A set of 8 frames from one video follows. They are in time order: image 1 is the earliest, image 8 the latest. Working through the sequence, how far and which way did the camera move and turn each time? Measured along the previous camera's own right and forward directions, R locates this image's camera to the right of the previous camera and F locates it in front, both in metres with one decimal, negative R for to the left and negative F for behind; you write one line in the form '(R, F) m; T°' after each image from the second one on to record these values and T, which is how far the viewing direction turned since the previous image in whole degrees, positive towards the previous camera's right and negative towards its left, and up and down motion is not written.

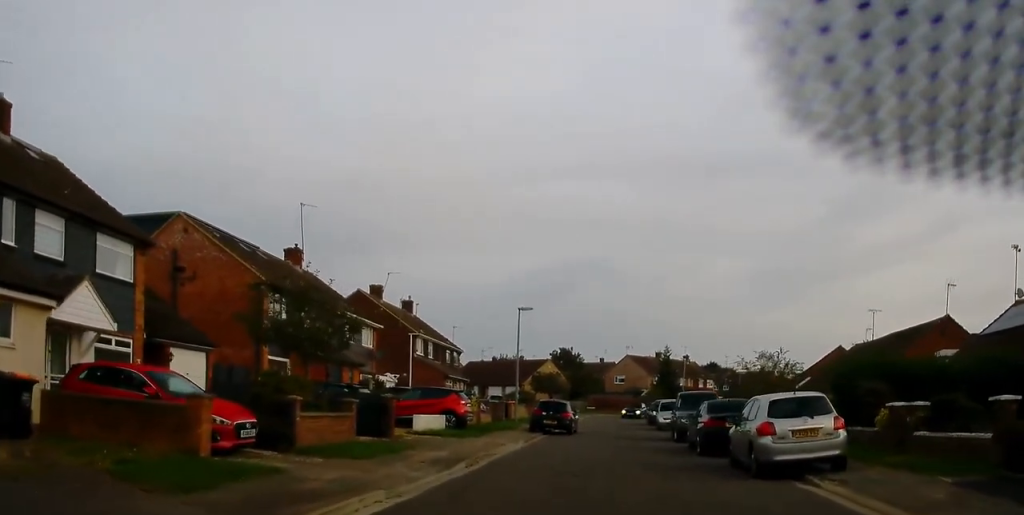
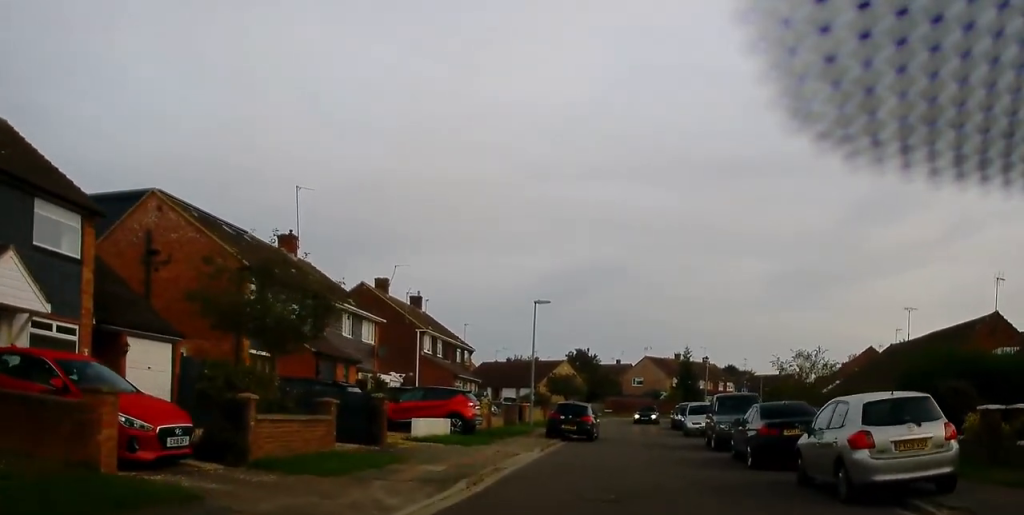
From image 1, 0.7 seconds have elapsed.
(0.0, +3.4) m; +1°
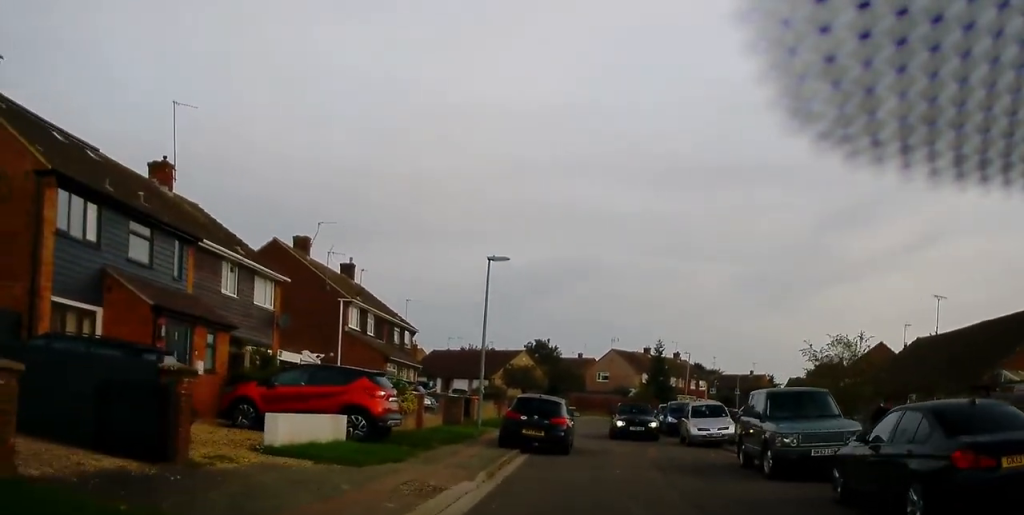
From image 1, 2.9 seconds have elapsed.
(-0.1, +9.0) m; +1°
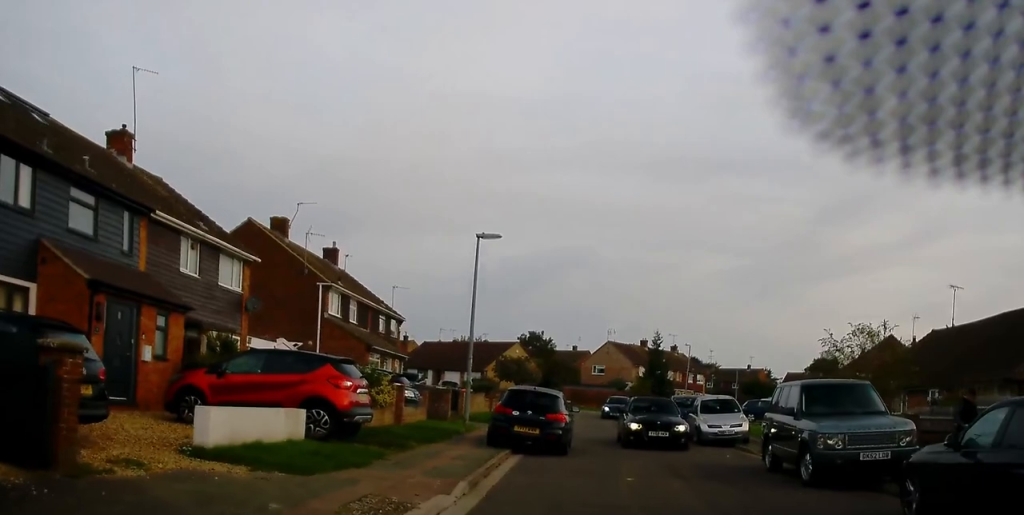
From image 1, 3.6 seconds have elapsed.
(0.0, +2.2) m; +3°
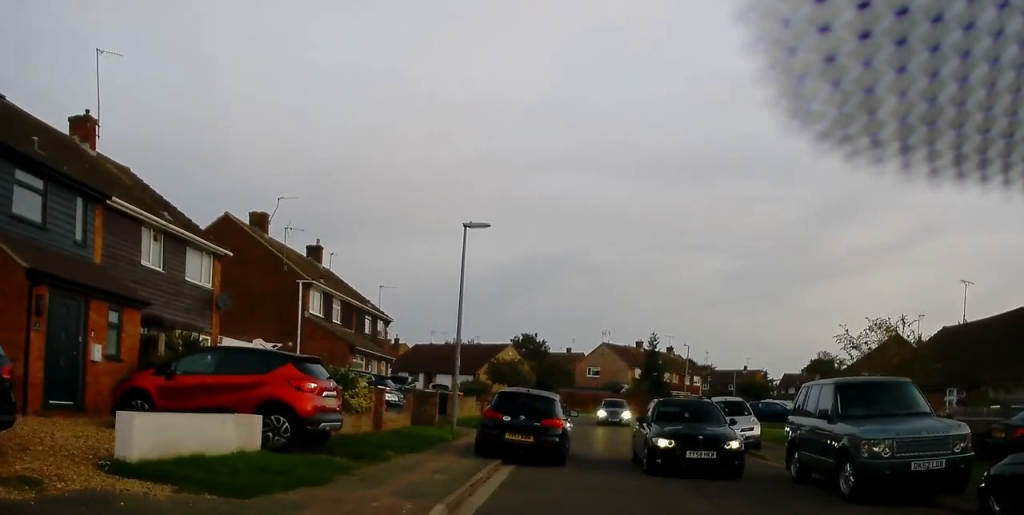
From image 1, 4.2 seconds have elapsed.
(+0.1, +1.6) m; +4°
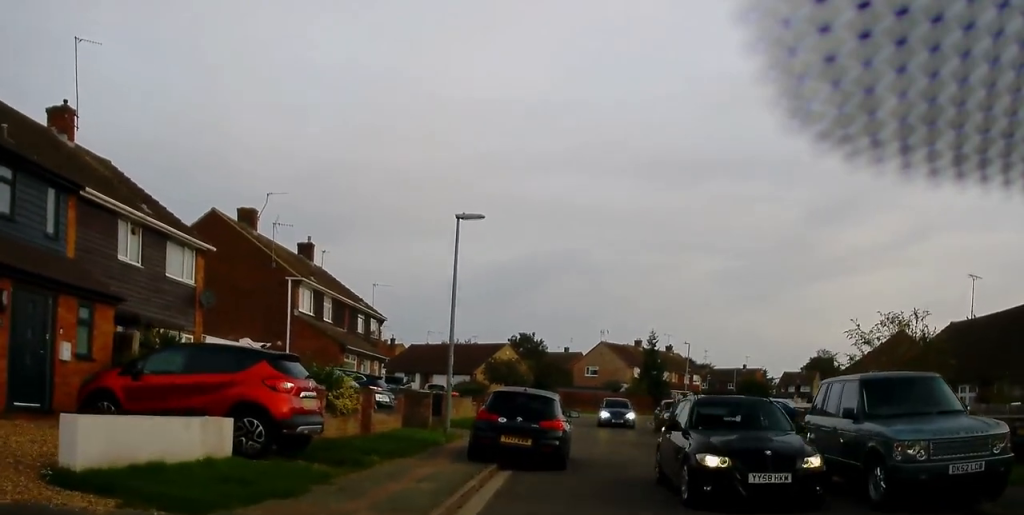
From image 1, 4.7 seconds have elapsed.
(0.0, +1.0) m; +1°
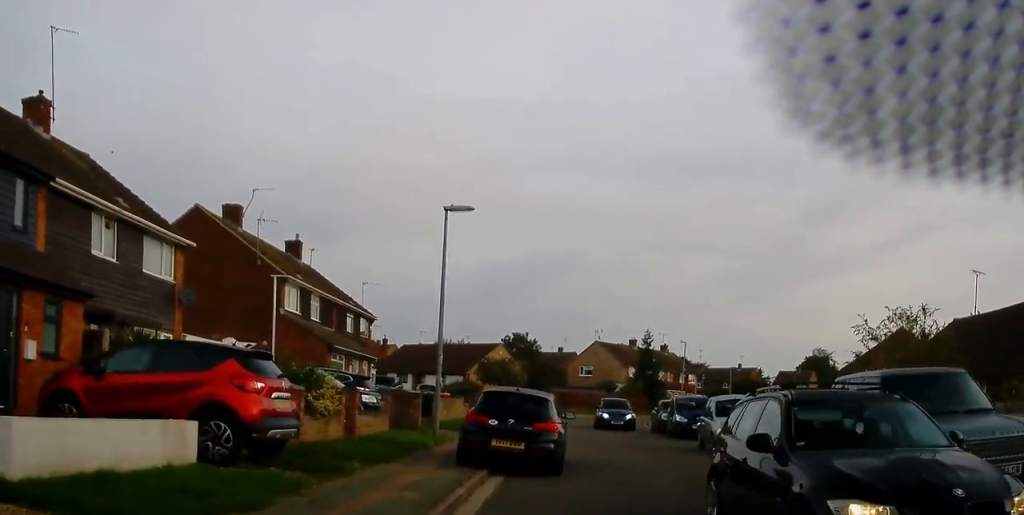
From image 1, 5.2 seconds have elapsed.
(0.0, +1.0) m; 0°
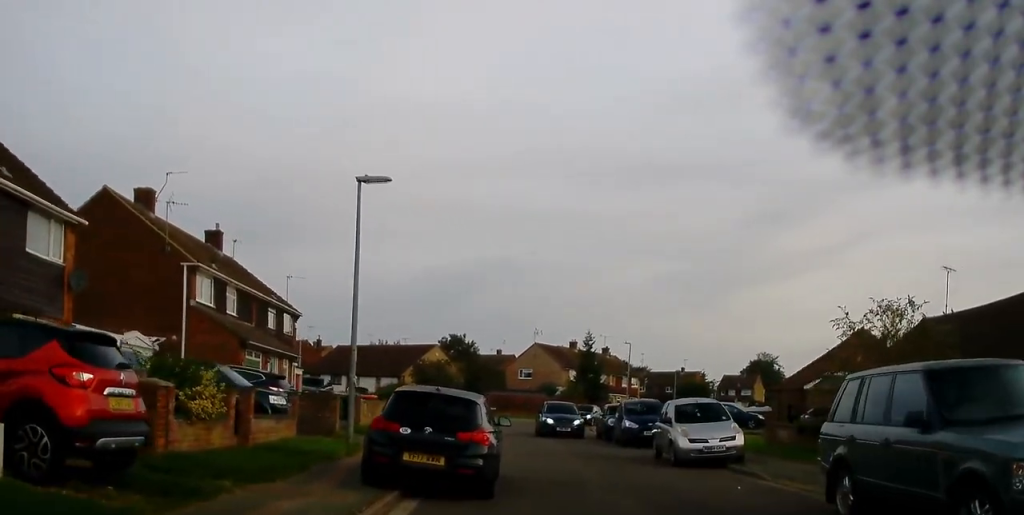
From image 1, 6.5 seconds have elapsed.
(0.0, +3.4) m; 0°
